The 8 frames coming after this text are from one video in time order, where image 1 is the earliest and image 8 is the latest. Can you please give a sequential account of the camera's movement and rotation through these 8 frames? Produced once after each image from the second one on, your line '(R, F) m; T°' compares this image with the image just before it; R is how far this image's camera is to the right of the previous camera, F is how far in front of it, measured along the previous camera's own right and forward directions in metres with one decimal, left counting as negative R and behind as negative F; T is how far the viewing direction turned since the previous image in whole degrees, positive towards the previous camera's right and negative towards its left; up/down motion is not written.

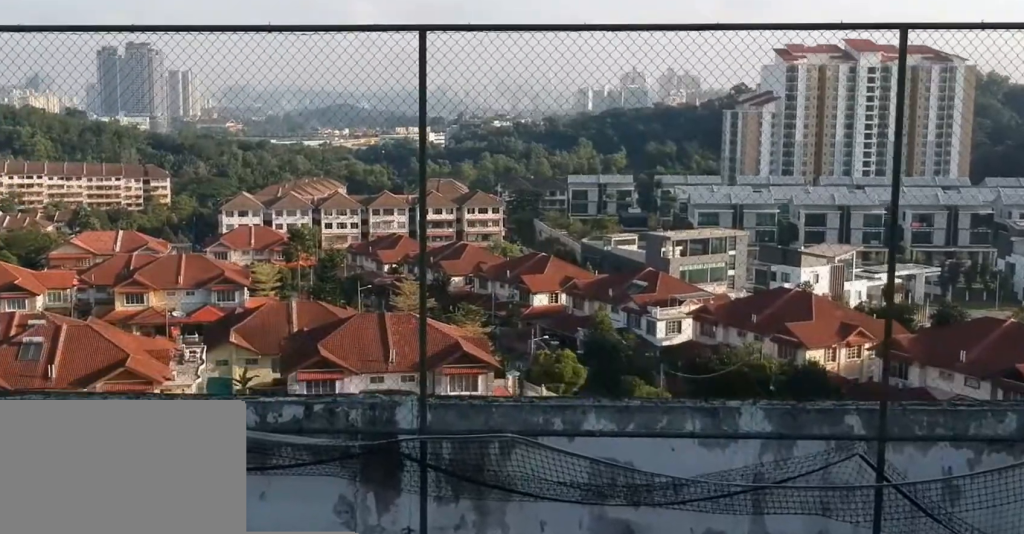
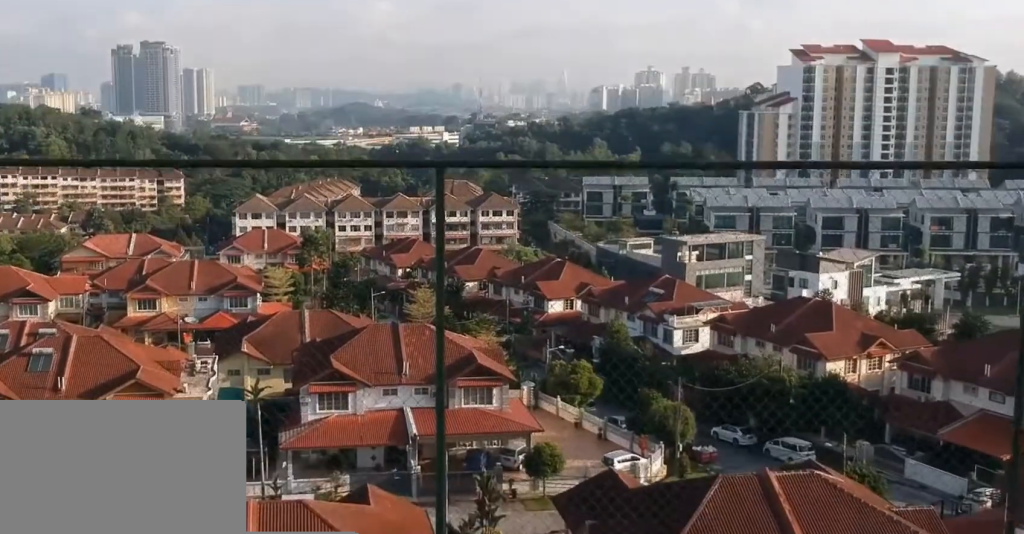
(0.0, +2.2) m; +1°
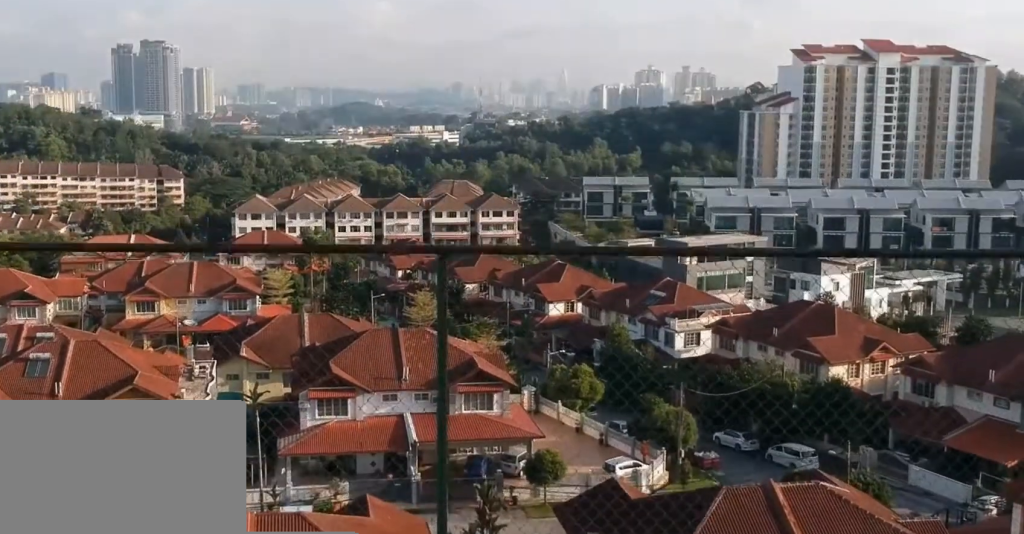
(0.0, +1.0) m; 0°
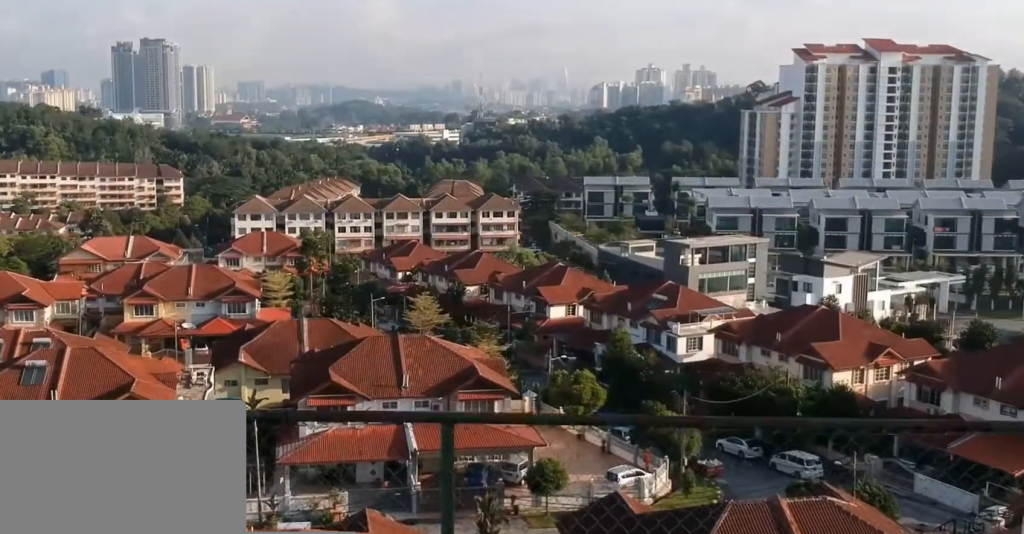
(0.0, +1.4) m; +1°
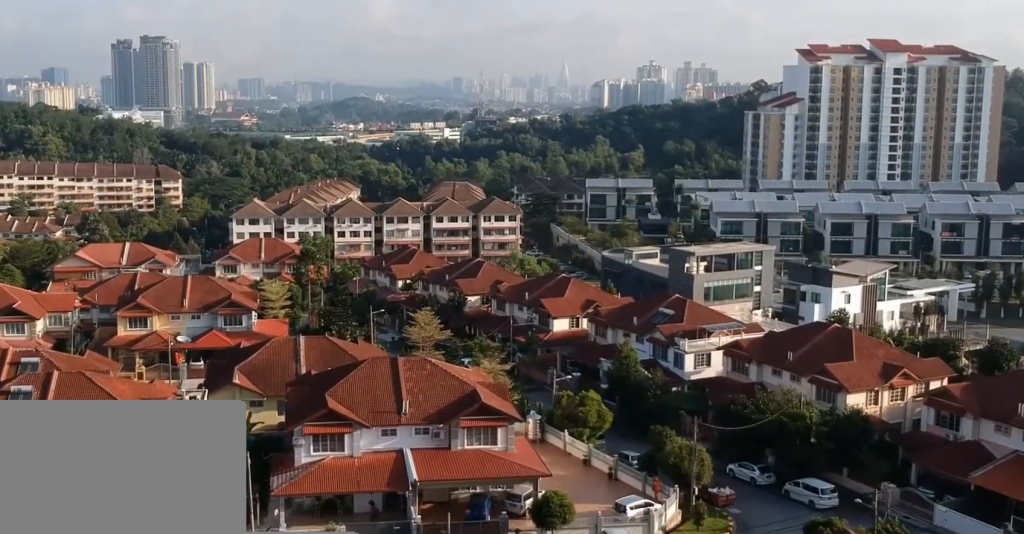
(0.0, +4.1) m; 0°
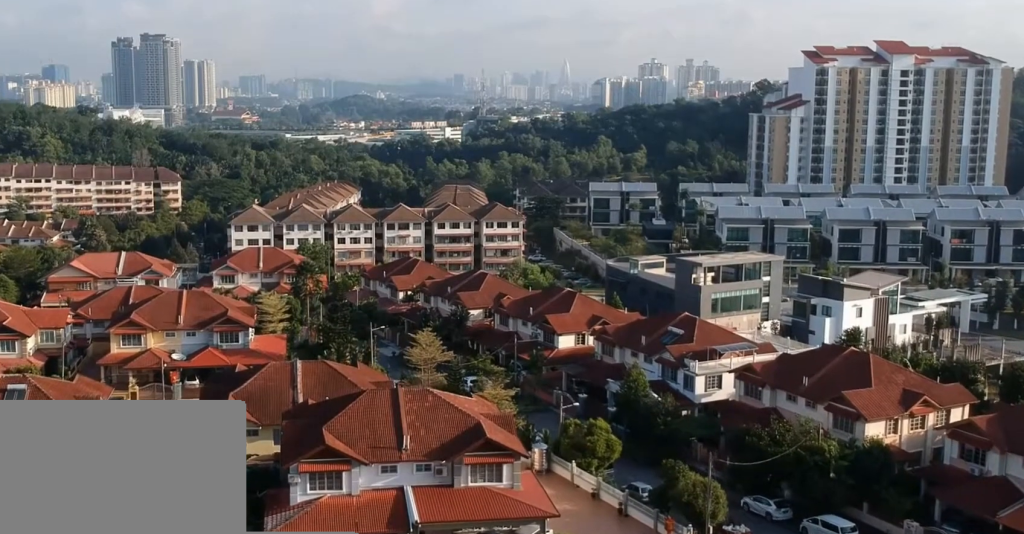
(0.0, +4.7) m; 0°
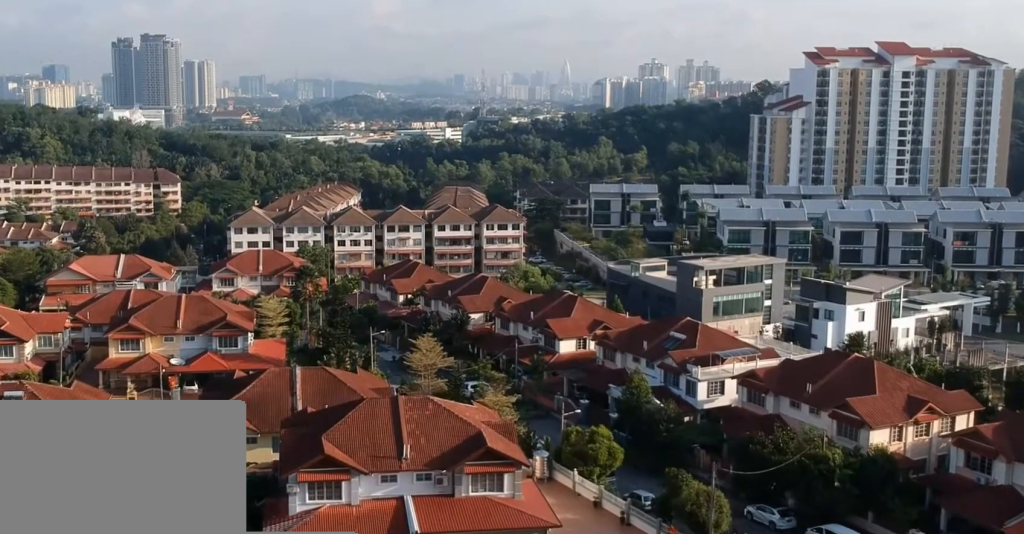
(0.0, +1.2) m; 0°
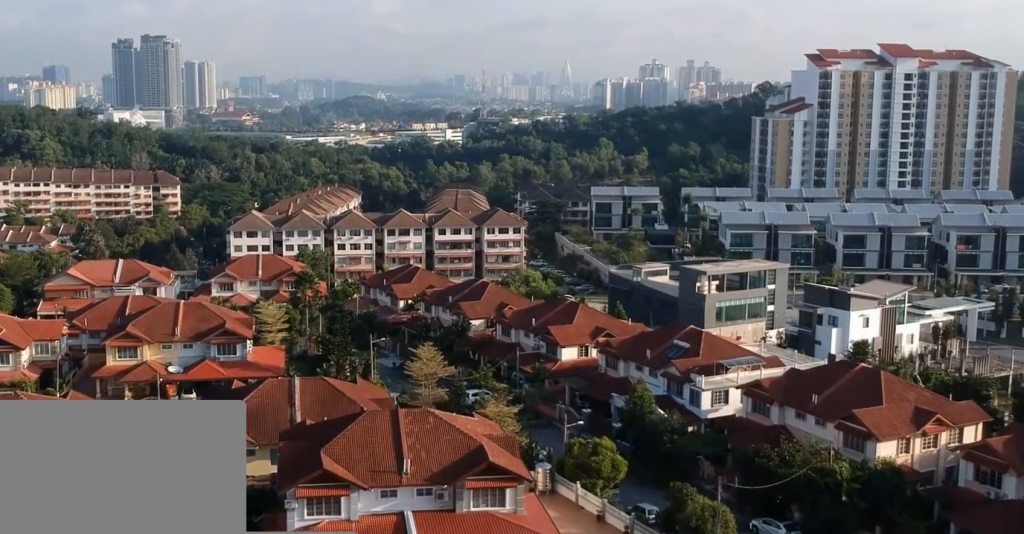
(0.0, +1.9) m; 0°
